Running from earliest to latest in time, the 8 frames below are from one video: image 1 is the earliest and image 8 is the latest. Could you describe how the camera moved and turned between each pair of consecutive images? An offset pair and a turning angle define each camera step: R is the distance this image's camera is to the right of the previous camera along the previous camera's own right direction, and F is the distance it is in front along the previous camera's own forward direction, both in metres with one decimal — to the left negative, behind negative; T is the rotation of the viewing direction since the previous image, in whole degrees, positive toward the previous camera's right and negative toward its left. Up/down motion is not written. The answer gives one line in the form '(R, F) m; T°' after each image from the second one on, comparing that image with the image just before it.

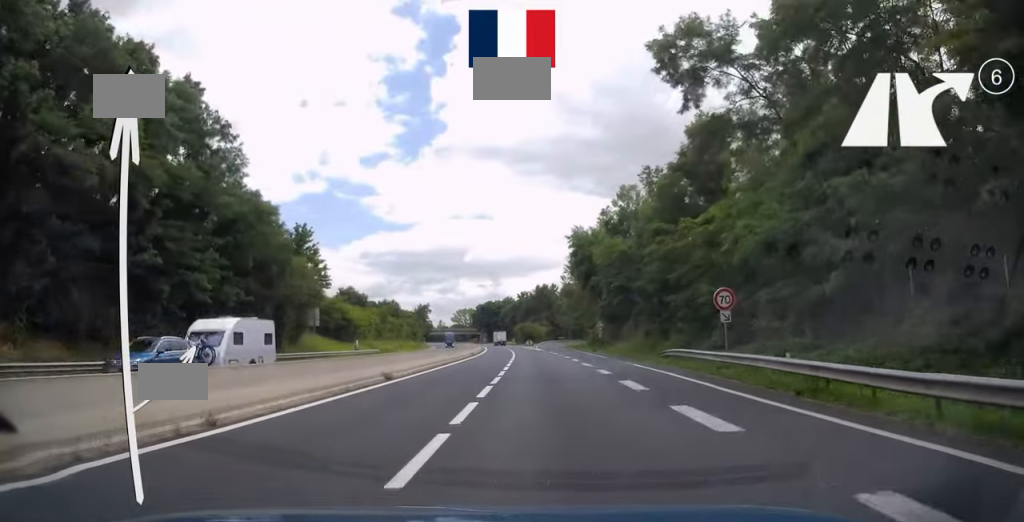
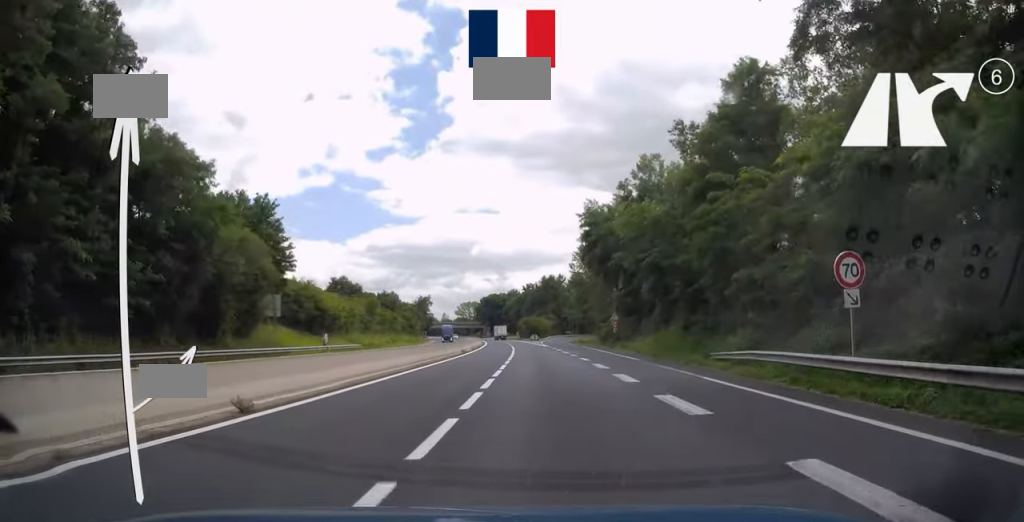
(-0.1, +11.9) m; -1°
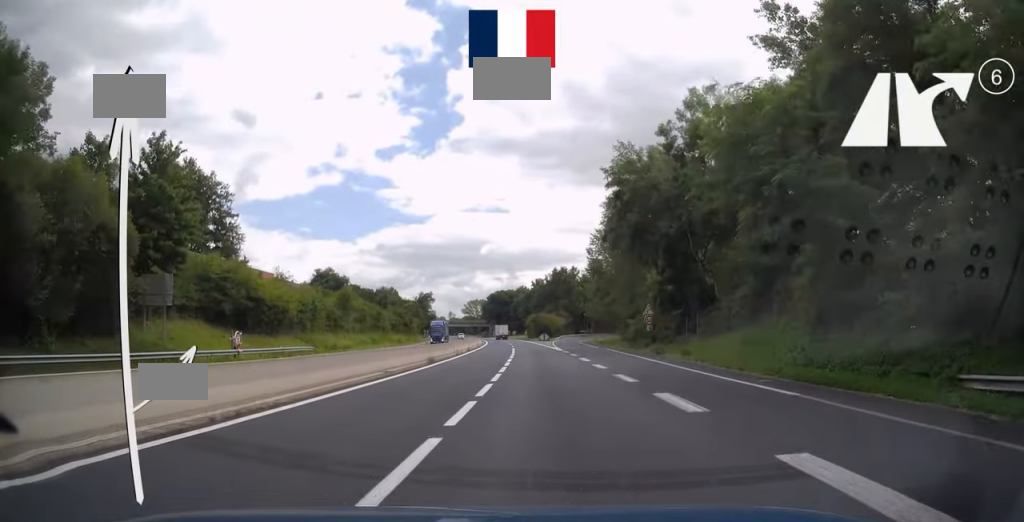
(-0.1, +19.3) m; -1°
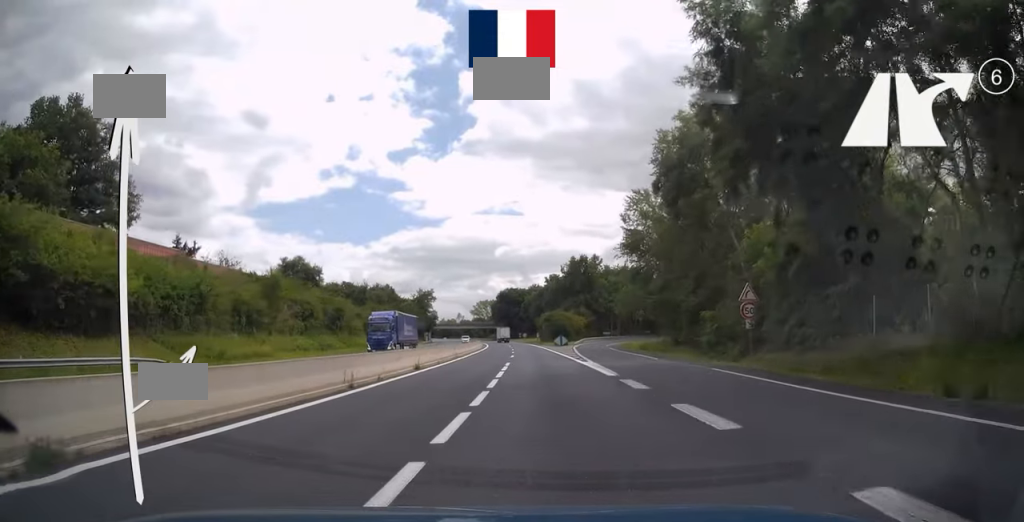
(-0.3, +27.6) m; -1°
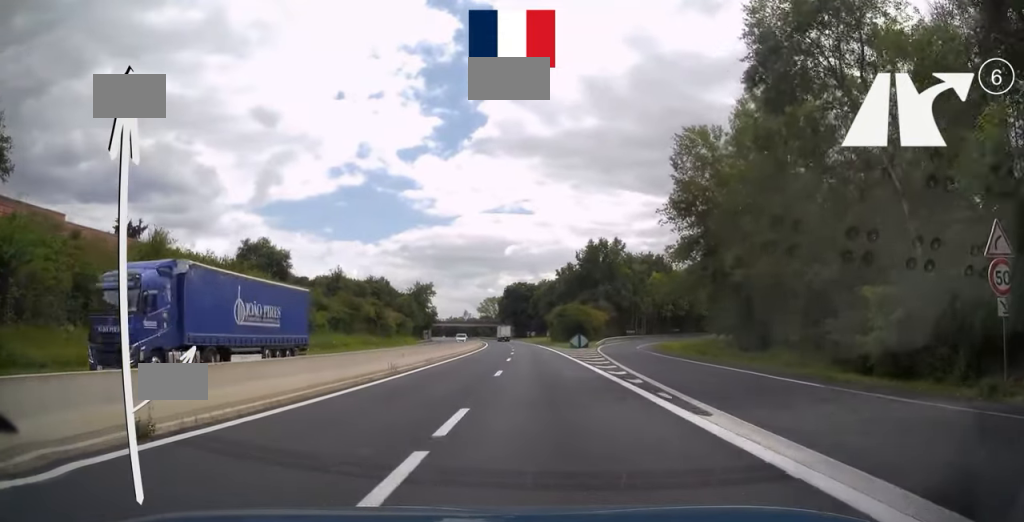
(-0.3, +21.2) m; -1°
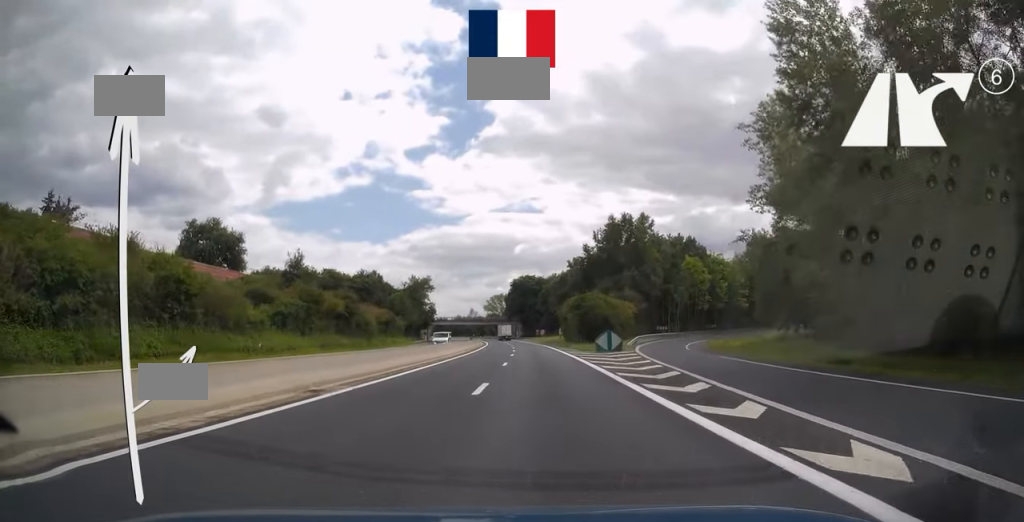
(-0.2, +20.2) m; -1°
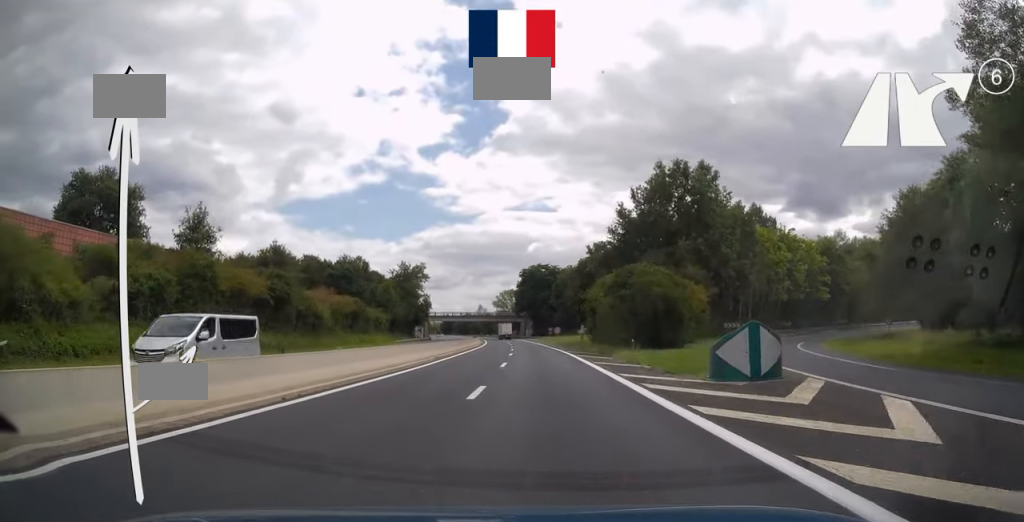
(-0.3, +27.7) m; -1°
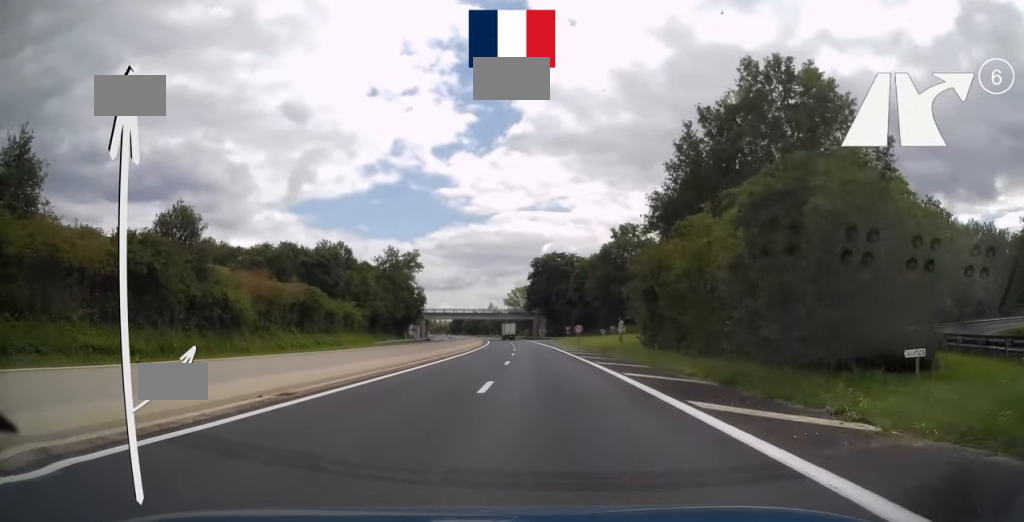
(-0.2, +24.7) m; -1°
